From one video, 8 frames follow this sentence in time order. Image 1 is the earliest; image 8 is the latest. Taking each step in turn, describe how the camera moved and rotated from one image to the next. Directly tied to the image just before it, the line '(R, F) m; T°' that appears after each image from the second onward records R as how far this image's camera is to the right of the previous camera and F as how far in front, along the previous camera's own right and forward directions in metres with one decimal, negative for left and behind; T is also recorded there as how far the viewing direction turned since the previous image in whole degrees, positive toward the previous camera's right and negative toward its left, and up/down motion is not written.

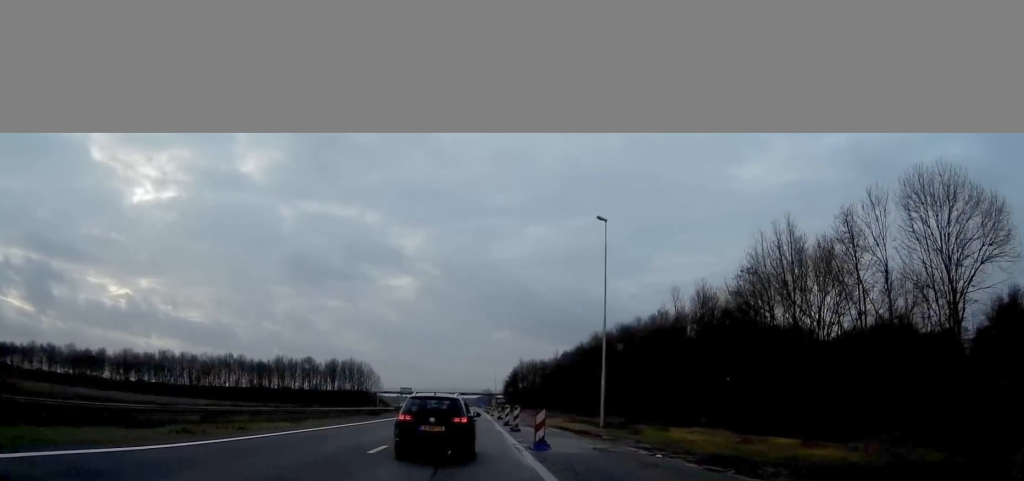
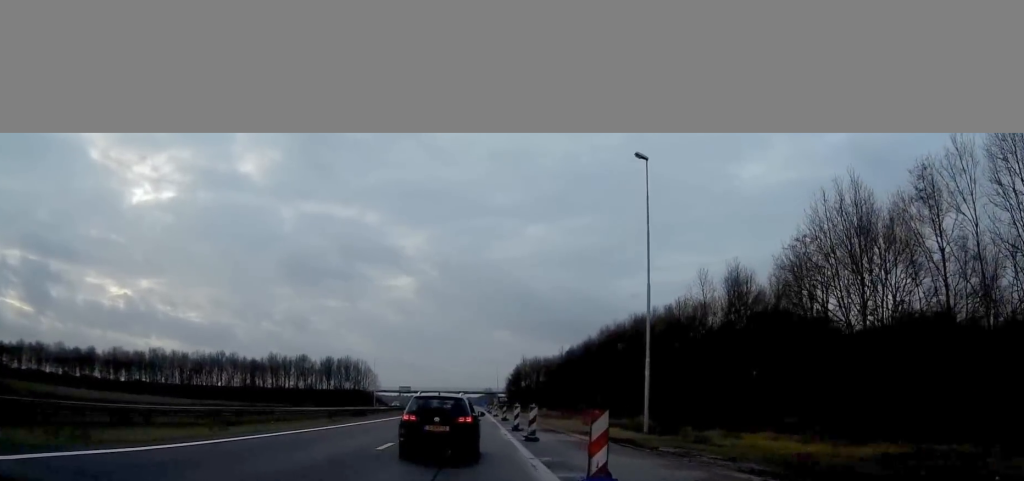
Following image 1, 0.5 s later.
(0.0, +10.5) m; 0°
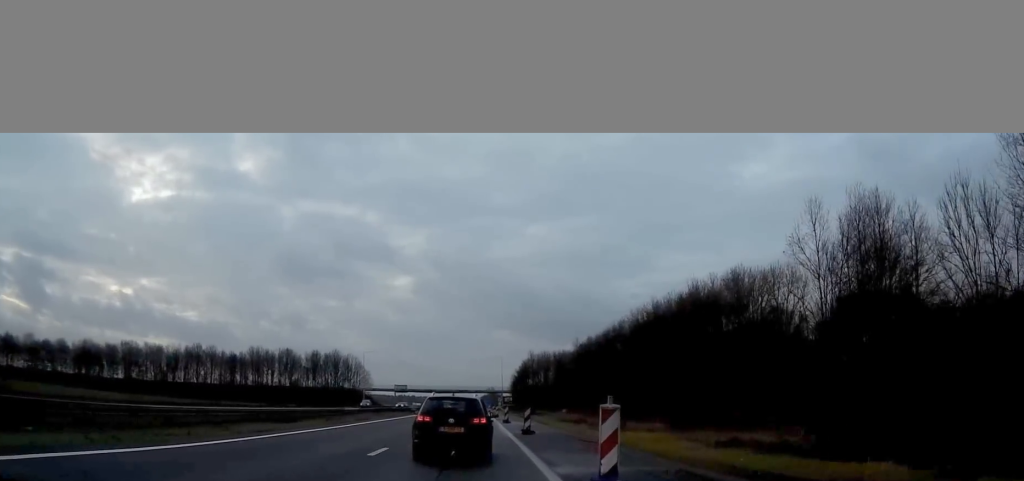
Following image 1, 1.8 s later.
(0.0, +25.4) m; 0°
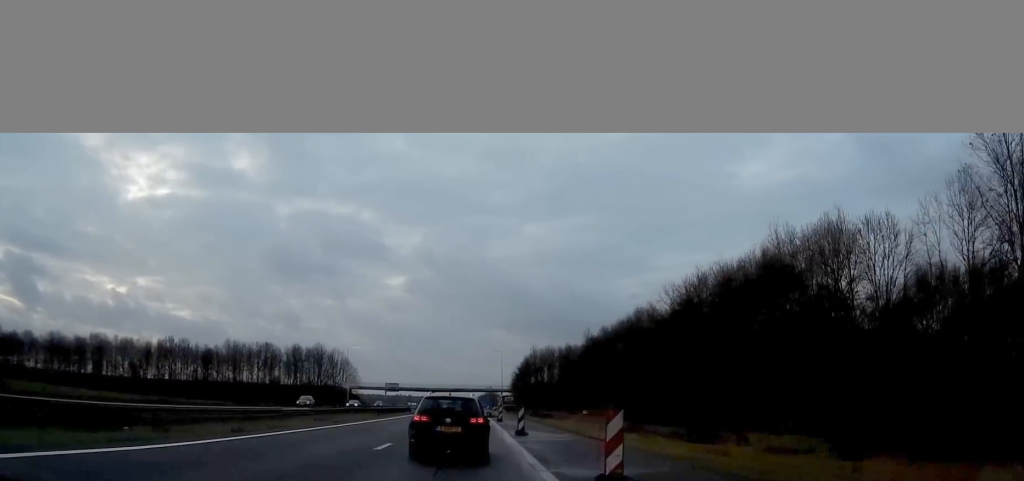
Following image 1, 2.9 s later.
(0.0, +21.3) m; 0°
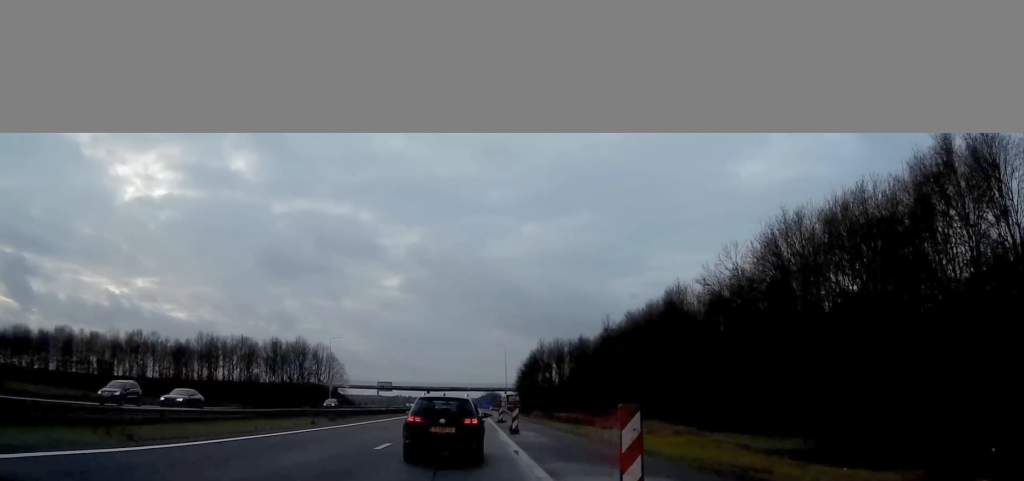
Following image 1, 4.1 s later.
(0.0, +22.7) m; -1°
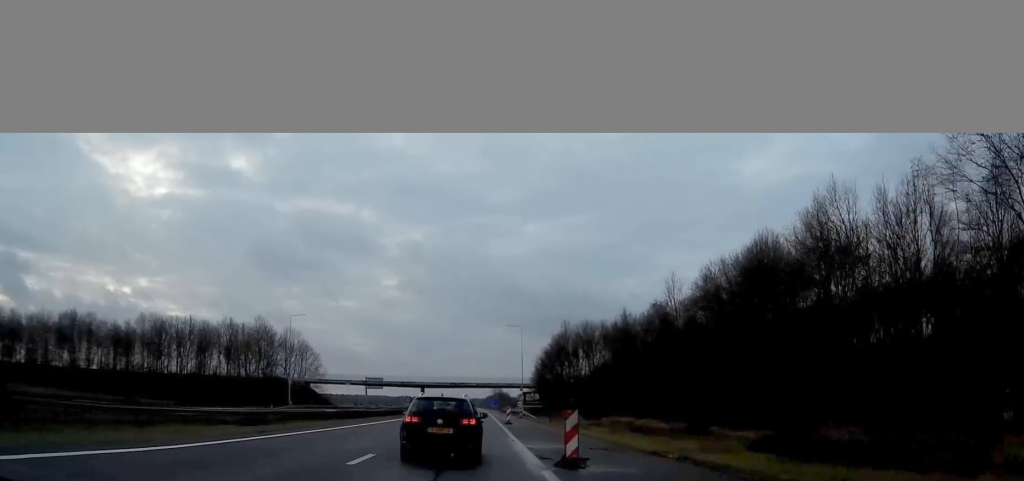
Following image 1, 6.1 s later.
(-0.2, +39.8) m; 0°
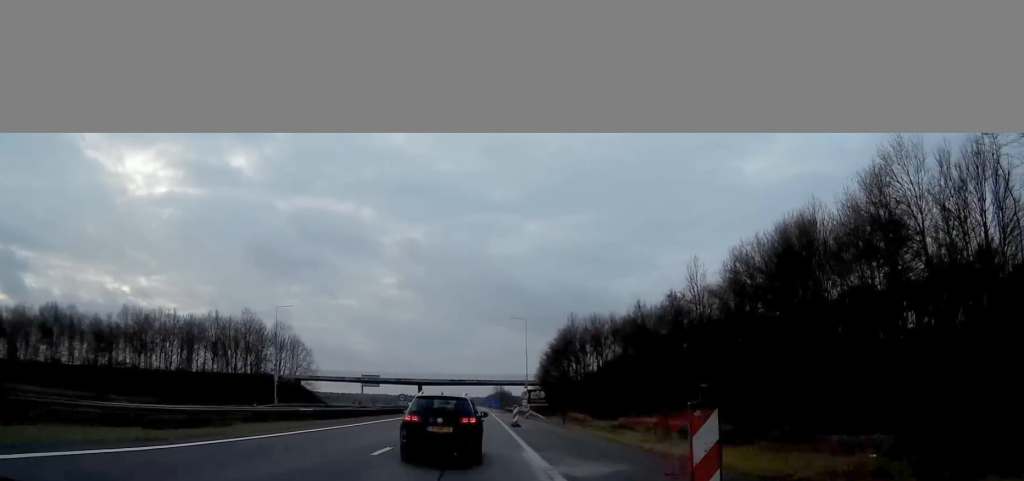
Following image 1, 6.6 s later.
(0.0, +9.1) m; 0°
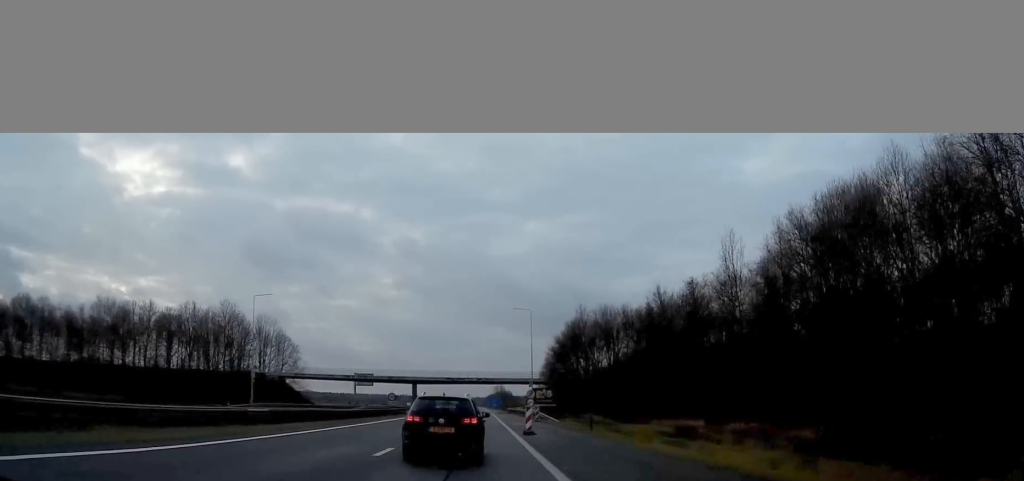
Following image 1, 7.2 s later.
(0.0, +11.7) m; 0°
